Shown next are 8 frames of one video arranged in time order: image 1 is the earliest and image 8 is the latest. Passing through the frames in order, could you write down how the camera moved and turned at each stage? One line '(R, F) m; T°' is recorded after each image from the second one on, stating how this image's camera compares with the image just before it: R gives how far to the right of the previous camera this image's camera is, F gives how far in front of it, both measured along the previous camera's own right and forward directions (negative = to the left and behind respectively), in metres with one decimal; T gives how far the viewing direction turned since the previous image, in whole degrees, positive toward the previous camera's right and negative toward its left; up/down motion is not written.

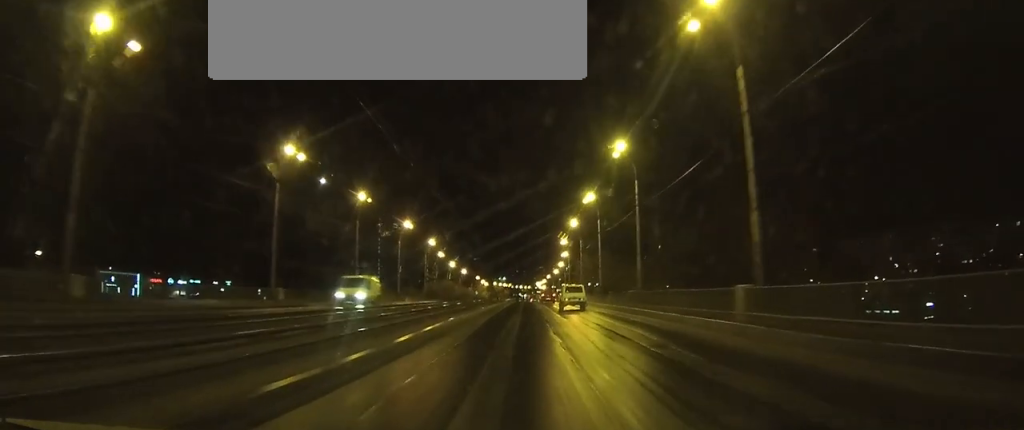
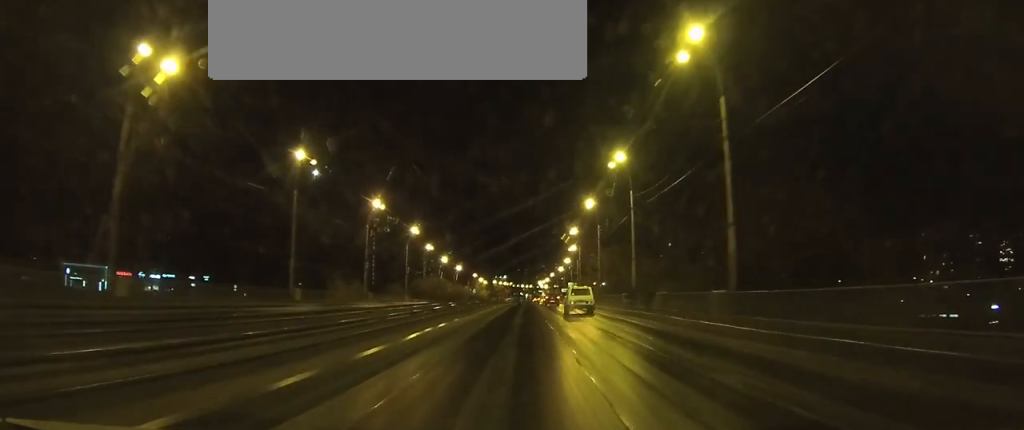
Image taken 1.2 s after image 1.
(0.0, +22.0) m; -1°
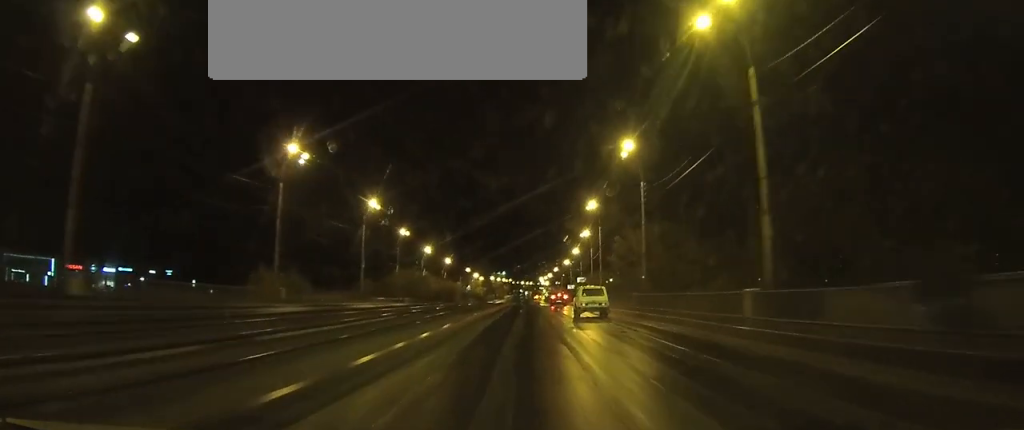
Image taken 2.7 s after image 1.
(-0.2, +28.8) m; 0°
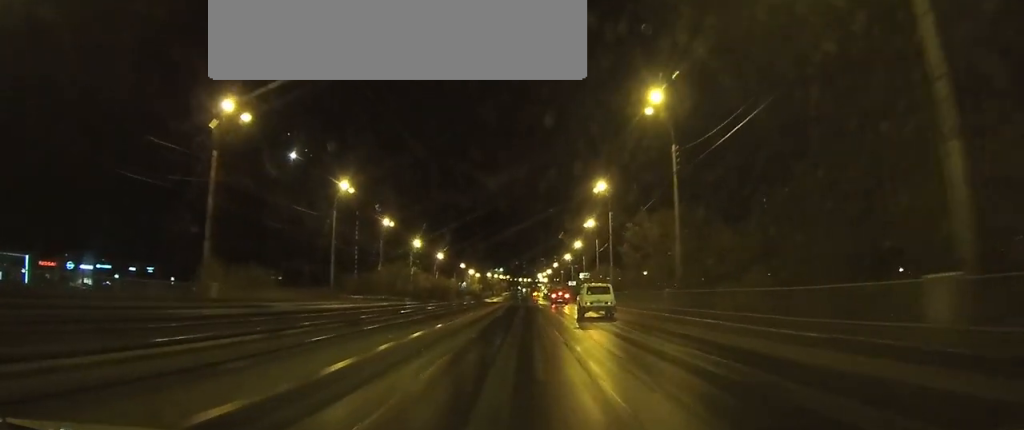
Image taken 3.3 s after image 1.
(0.0, +11.2) m; 0°
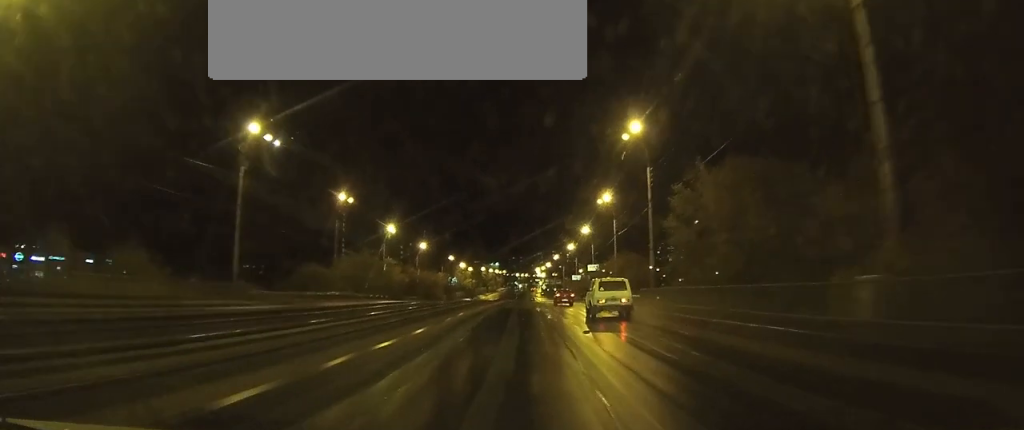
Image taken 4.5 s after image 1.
(+0.2, +22.0) m; +1°
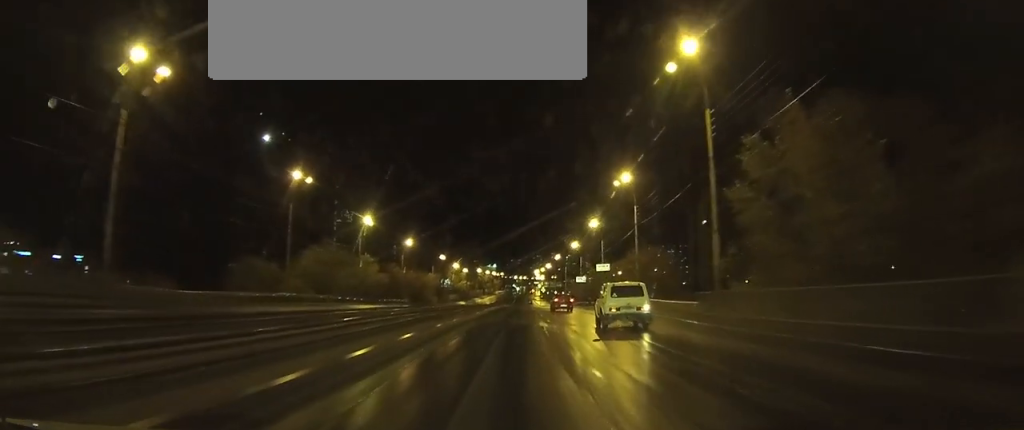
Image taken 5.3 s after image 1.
(0.0, +15.1) m; 0°
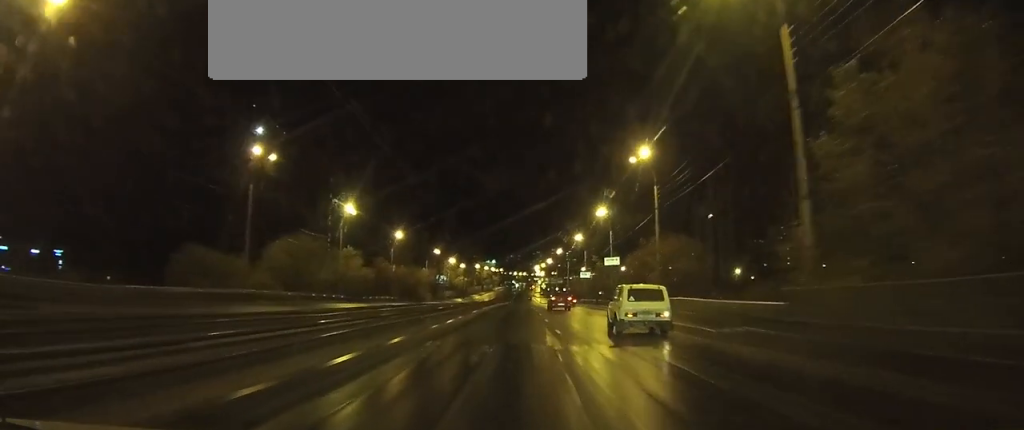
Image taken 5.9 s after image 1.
(0.0, +9.6) m; 0°
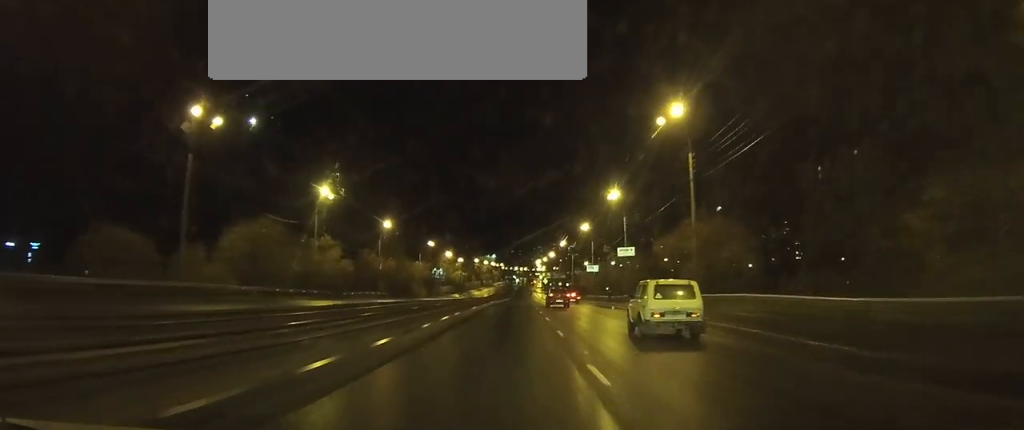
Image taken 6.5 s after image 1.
(0.0, +10.8) m; 0°
